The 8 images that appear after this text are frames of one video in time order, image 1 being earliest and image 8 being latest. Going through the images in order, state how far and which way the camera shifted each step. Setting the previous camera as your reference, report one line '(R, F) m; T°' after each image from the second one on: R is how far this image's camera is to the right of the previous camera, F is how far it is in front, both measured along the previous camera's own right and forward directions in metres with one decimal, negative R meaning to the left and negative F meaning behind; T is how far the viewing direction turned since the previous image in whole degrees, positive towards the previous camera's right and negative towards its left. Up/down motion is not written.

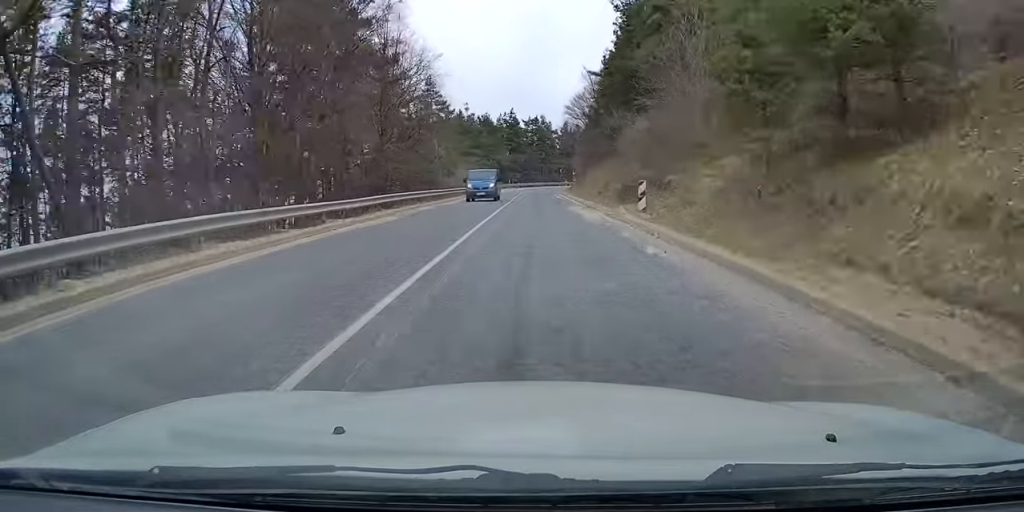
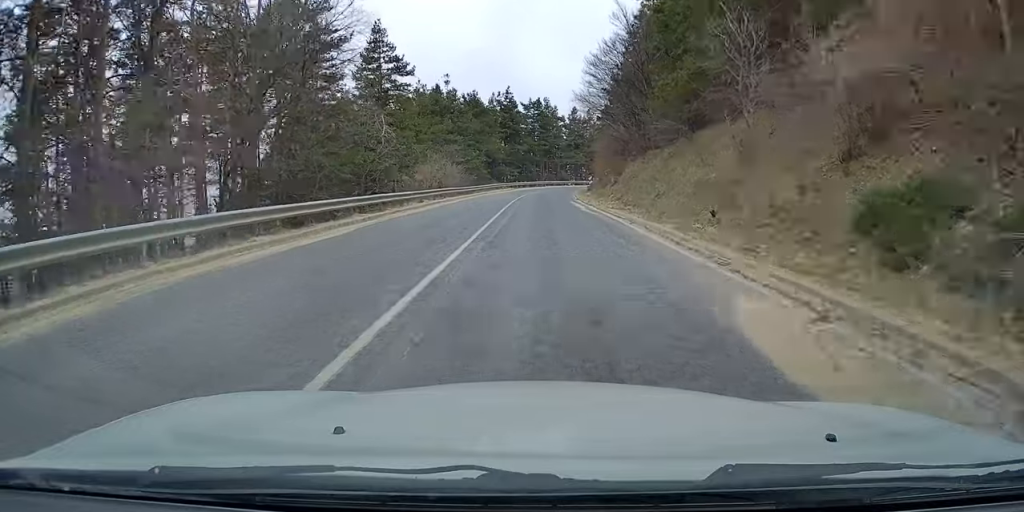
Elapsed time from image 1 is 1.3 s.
(-0.3, +25.1) m; 0°
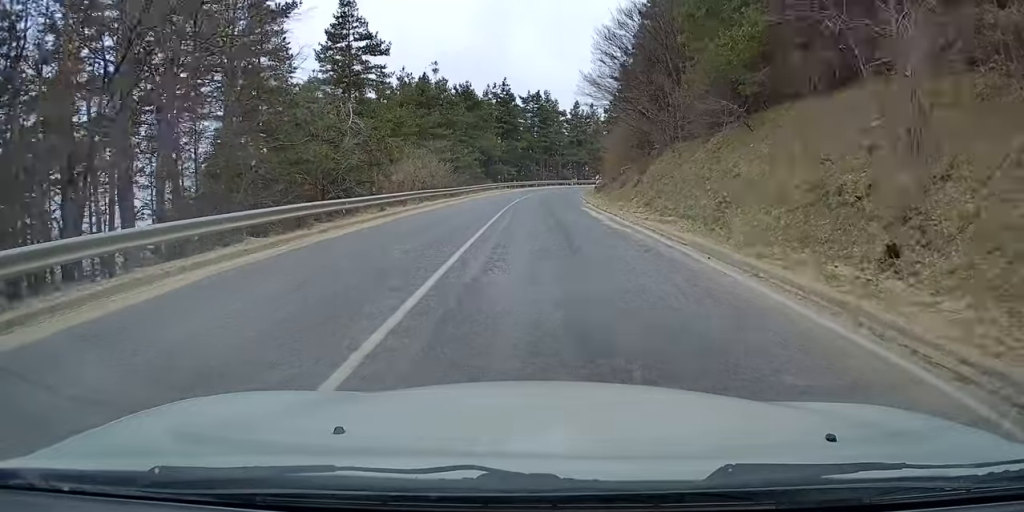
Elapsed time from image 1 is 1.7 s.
(0.0, +8.0) m; +1°
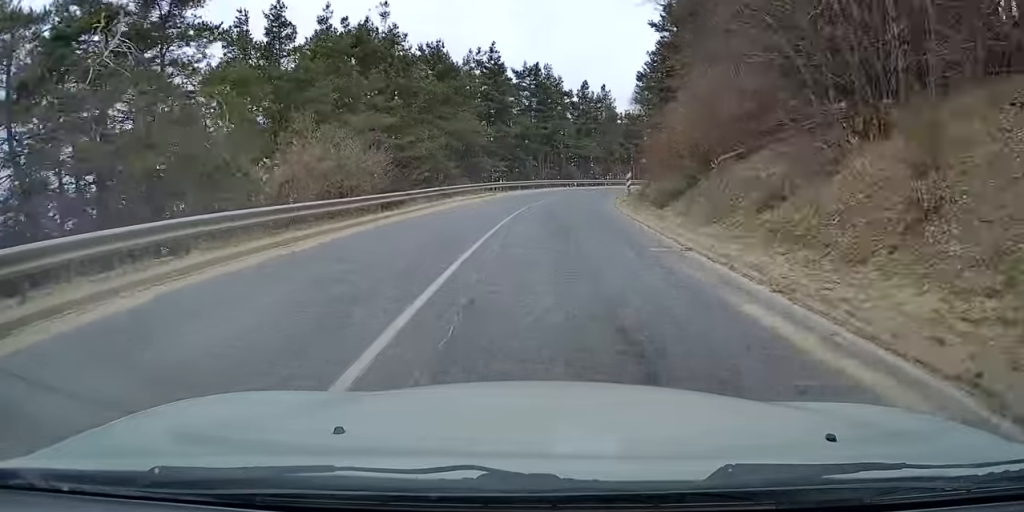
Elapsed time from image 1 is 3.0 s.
(+0.5, +22.2) m; +3°
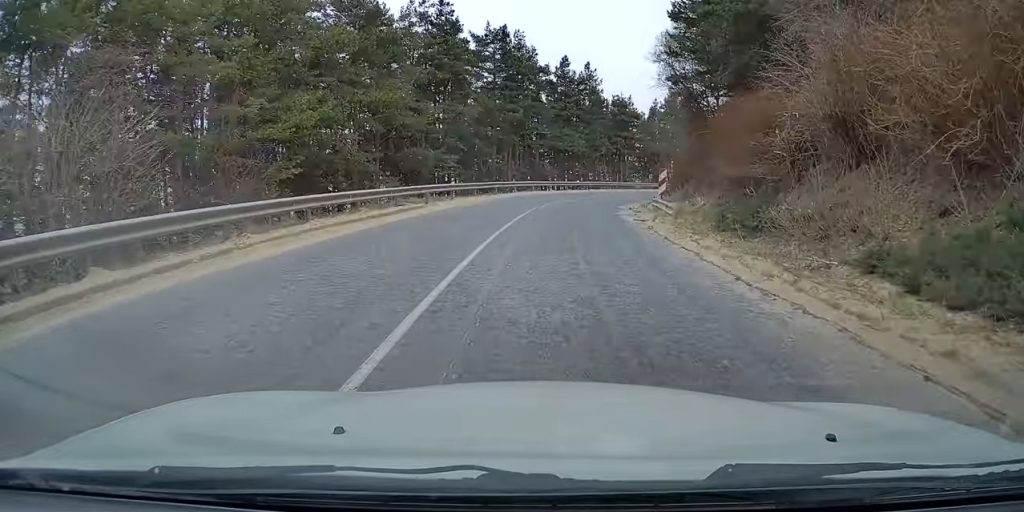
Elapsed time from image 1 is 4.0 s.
(+0.4, +18.6) m; +3°
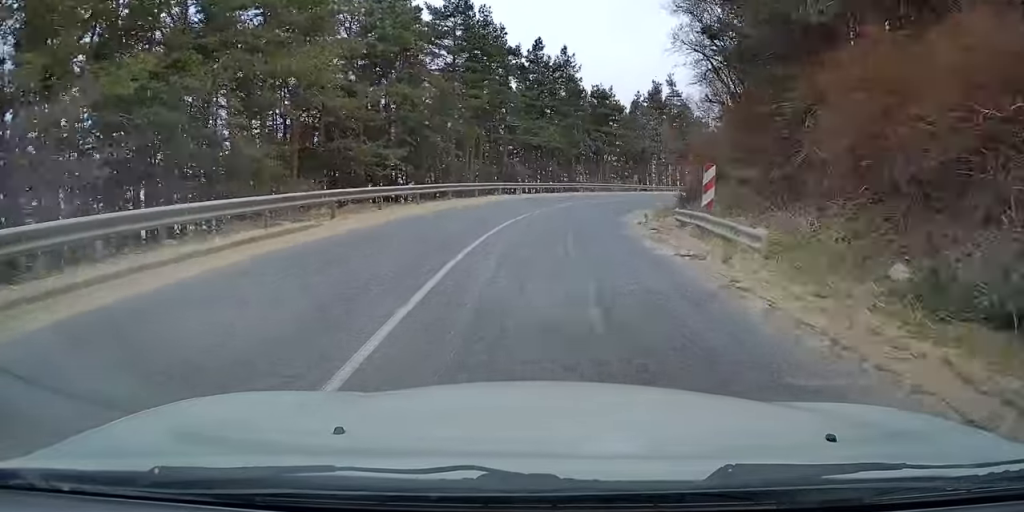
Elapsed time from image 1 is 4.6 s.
(+0.2, +9.5) m; +3°
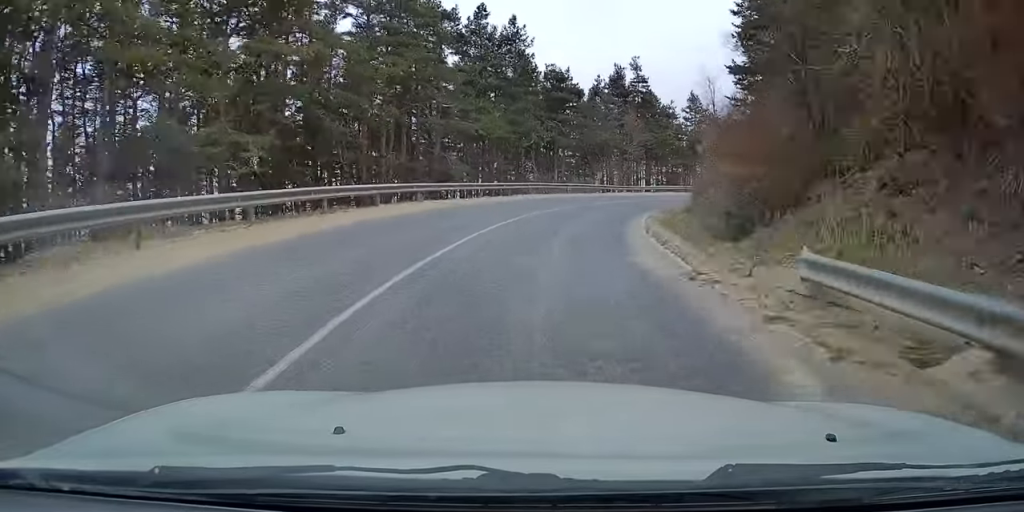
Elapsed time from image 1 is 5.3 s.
(+0.1, +11.5) m; +4°
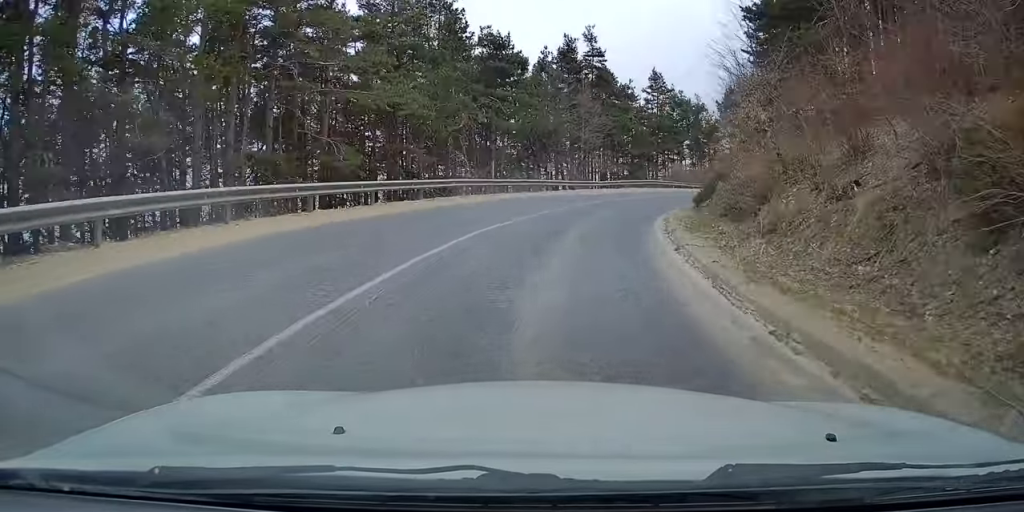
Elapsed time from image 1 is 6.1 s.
(+0.6, +12.1) m; +7°
